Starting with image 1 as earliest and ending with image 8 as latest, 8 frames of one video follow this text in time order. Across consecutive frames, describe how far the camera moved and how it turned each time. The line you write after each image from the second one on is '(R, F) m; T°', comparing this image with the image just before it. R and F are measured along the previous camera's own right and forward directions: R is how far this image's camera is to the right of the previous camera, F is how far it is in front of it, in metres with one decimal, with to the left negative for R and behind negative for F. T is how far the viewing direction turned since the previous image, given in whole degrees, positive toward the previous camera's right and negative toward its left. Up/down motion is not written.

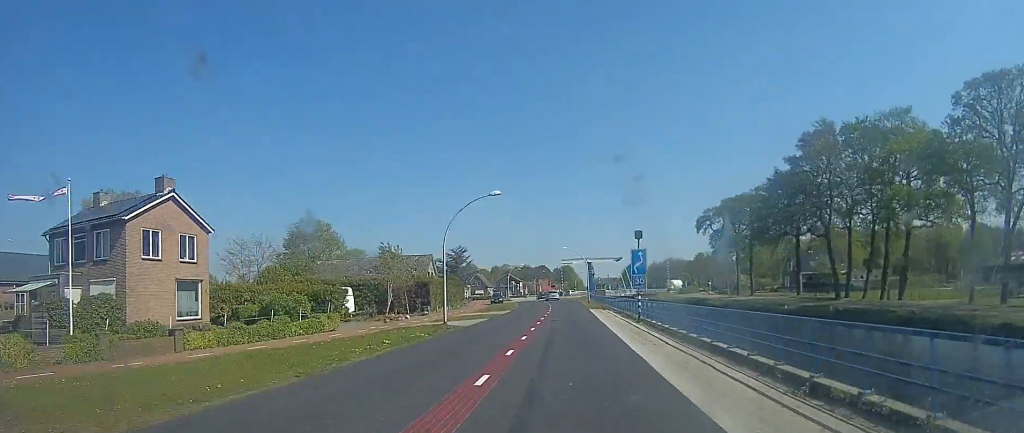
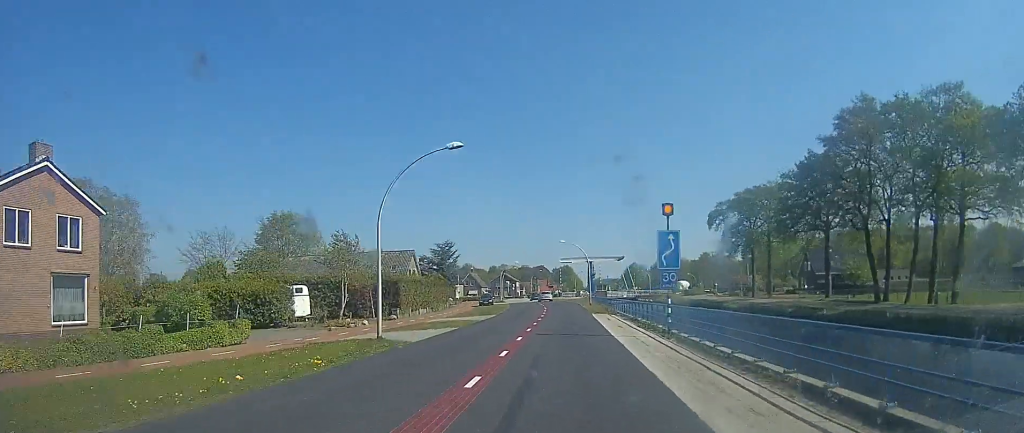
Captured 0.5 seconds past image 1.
(-0.2, +8.4) m; -3°
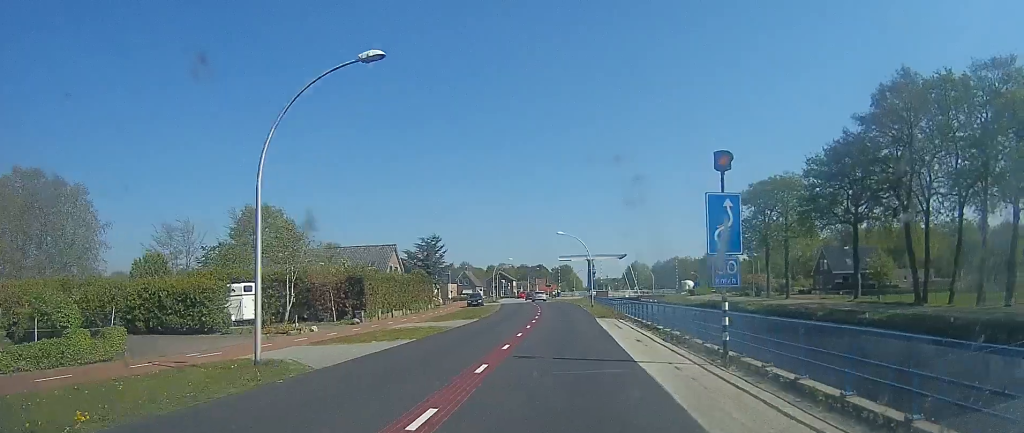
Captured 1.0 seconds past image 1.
(-0.2, +6.7) m; -3°
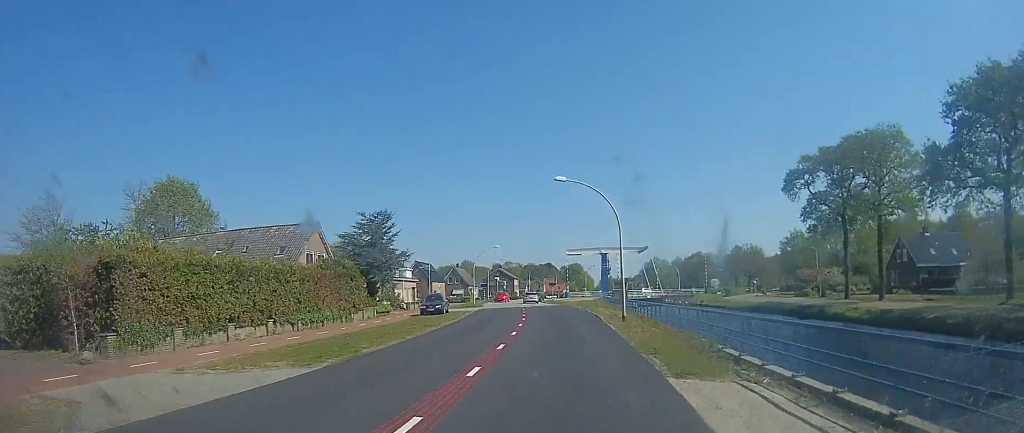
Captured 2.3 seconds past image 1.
(-1.1, +20.7) m; +3°
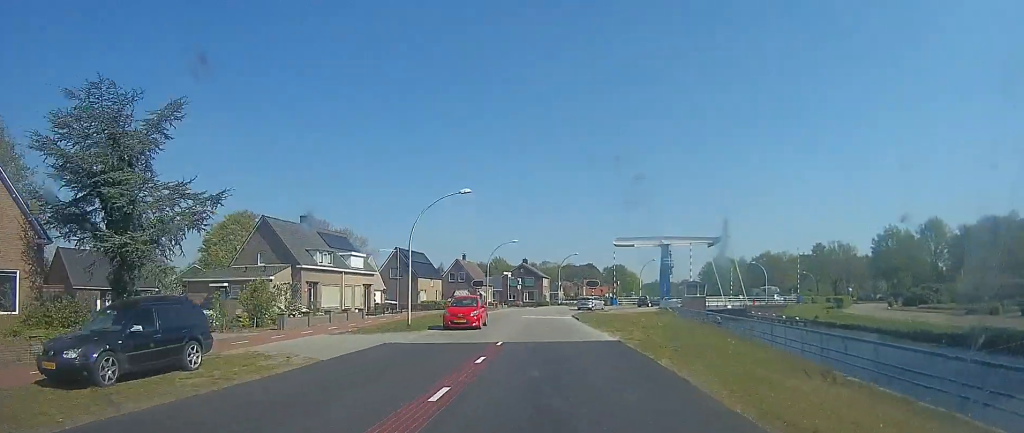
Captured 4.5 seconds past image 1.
(+1.2, +31.7) m; -3°
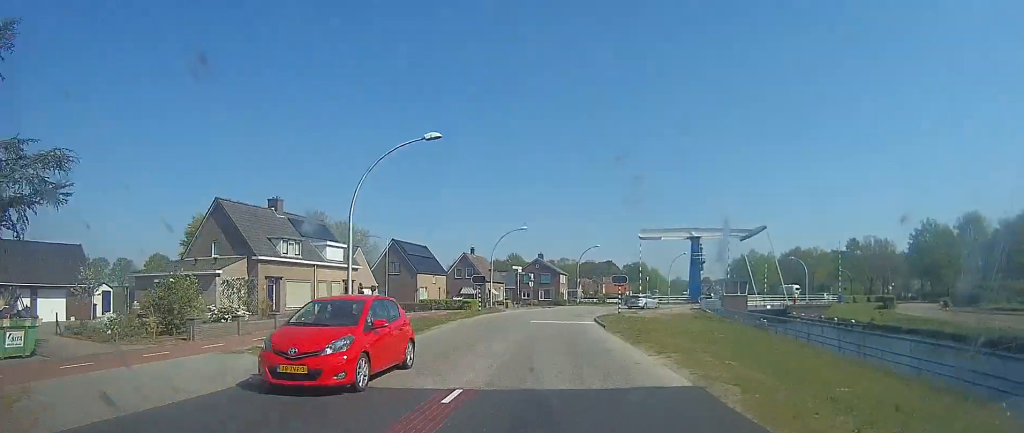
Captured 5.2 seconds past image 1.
(0.0, +9.1) m; 0°
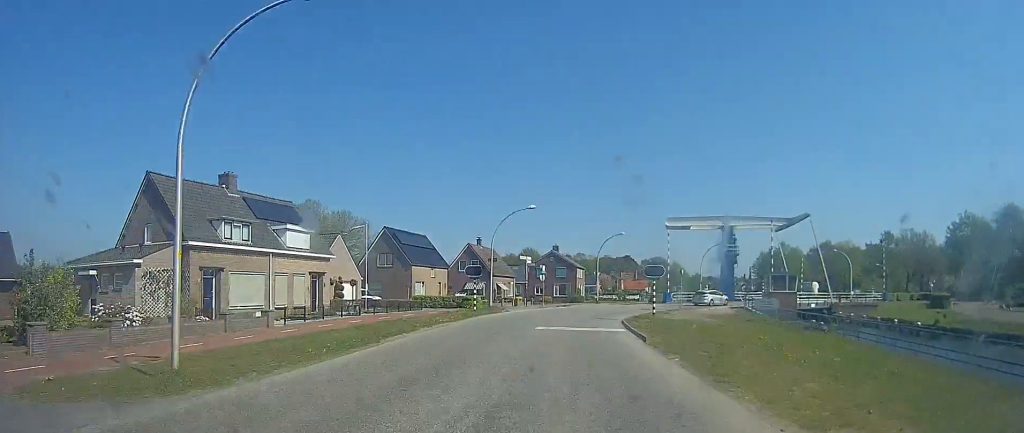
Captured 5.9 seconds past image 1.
(0.0, +9.0) m; -4°
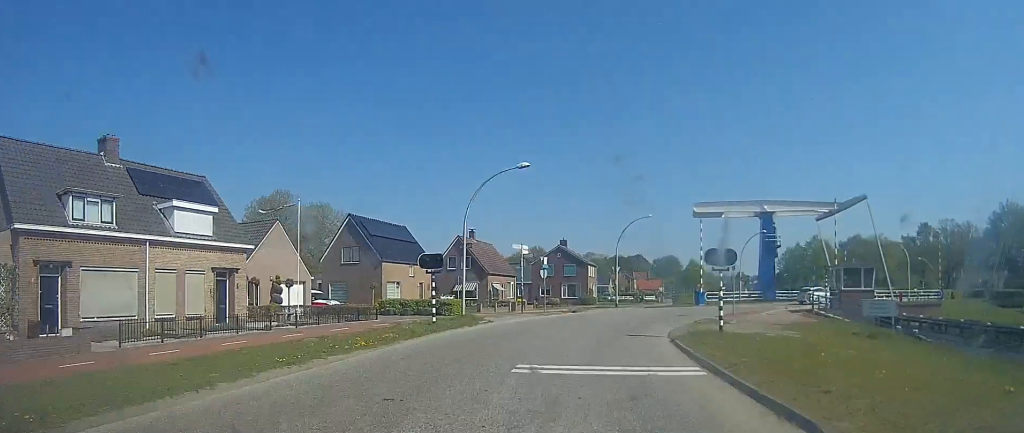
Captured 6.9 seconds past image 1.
(-0.9, +12.4) m; -8°
